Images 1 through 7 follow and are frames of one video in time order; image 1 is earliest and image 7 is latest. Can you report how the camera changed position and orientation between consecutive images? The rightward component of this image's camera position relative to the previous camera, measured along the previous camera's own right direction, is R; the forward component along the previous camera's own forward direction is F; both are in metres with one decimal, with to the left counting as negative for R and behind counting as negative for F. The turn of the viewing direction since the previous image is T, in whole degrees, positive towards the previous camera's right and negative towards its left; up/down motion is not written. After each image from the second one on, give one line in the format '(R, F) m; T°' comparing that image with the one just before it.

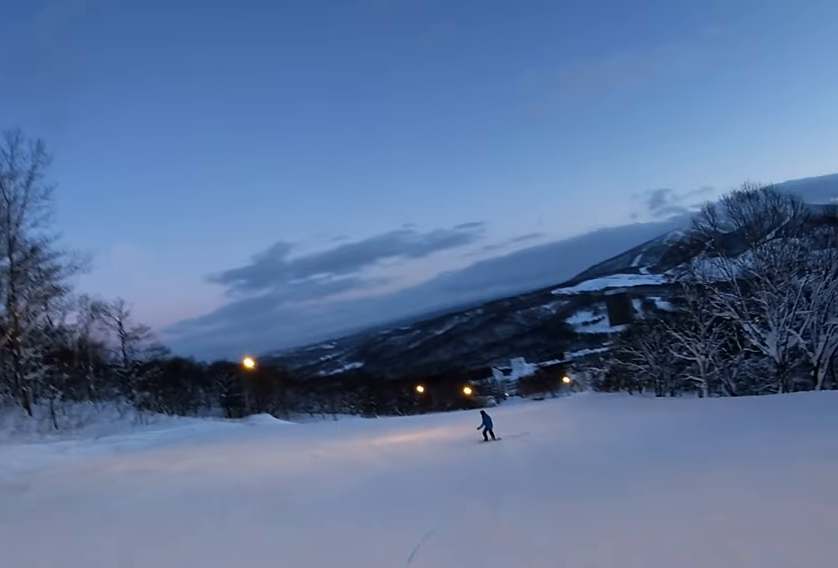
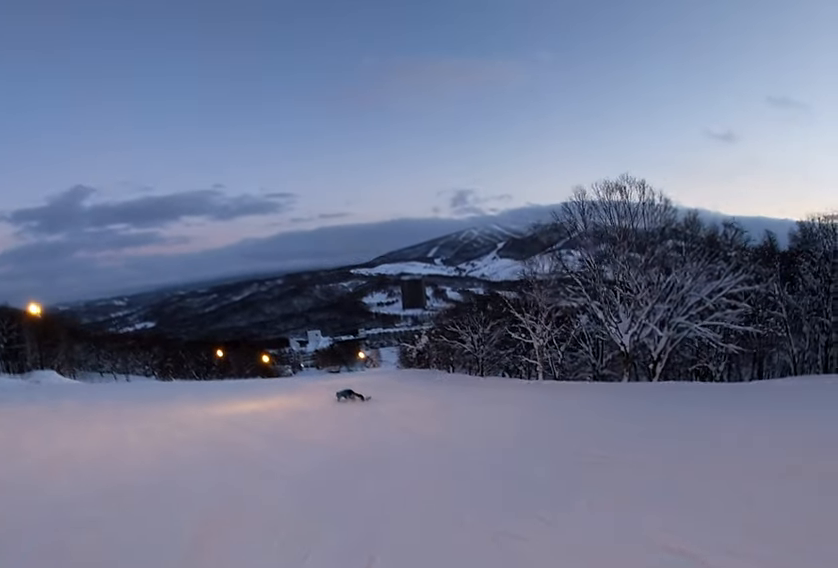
(+1.4, +6.8) m; +15°
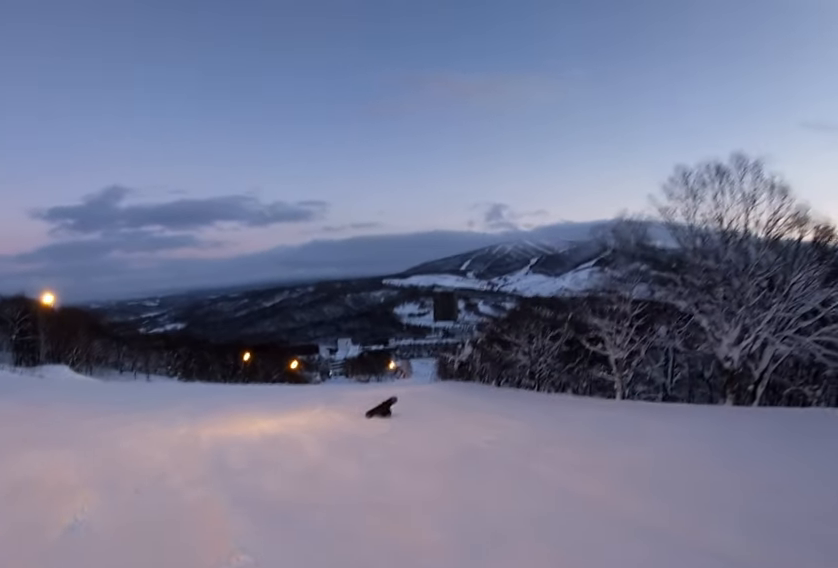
(+0.5, +7.0) m; -1°
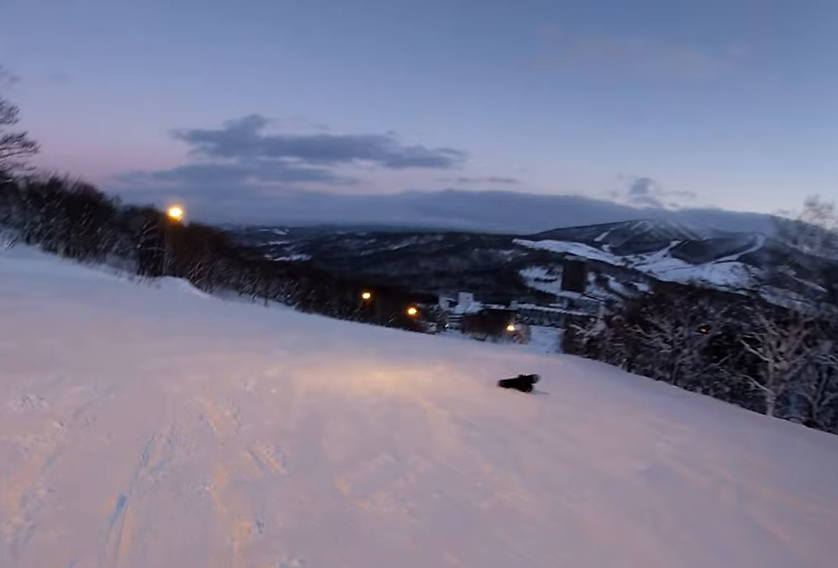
(+0.3, +3.1) m; -7°
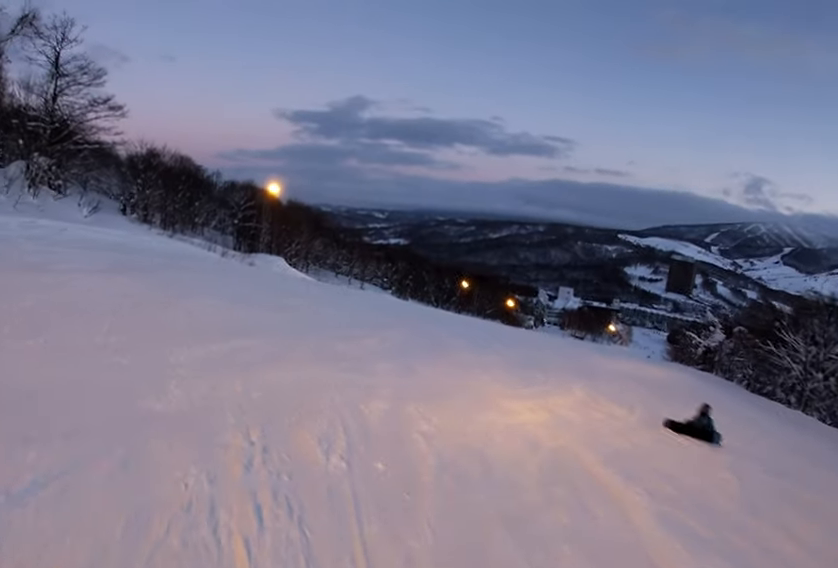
(-0.8, +3.5) m; -3°
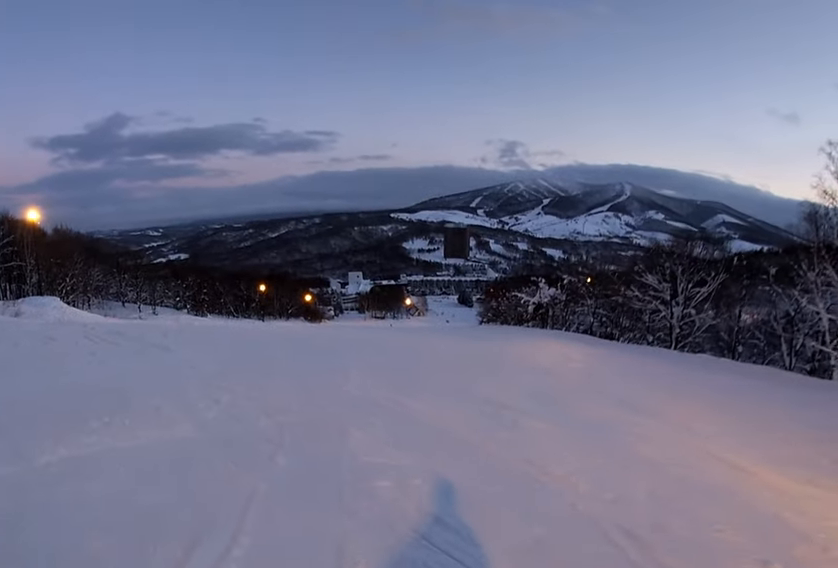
(+1.0, +10.8) m; +15°
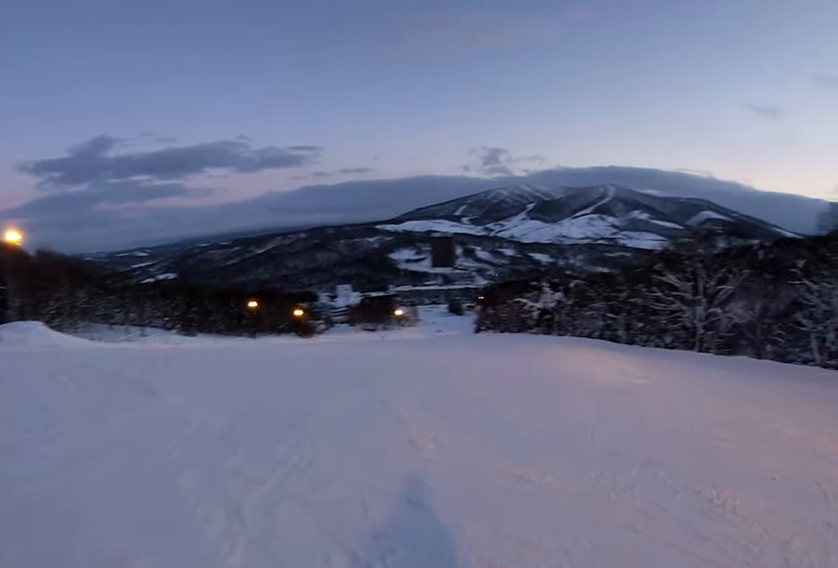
(+0.1, +3.8) m; +5°
